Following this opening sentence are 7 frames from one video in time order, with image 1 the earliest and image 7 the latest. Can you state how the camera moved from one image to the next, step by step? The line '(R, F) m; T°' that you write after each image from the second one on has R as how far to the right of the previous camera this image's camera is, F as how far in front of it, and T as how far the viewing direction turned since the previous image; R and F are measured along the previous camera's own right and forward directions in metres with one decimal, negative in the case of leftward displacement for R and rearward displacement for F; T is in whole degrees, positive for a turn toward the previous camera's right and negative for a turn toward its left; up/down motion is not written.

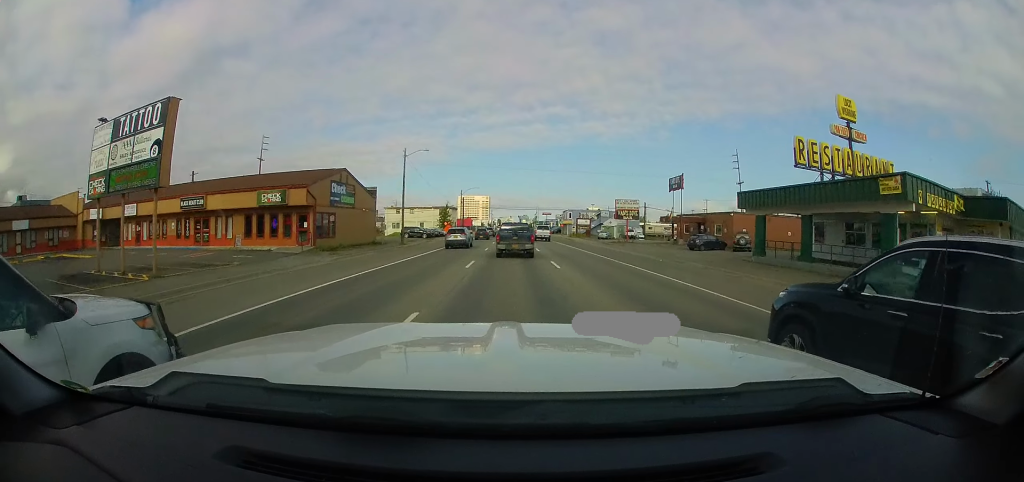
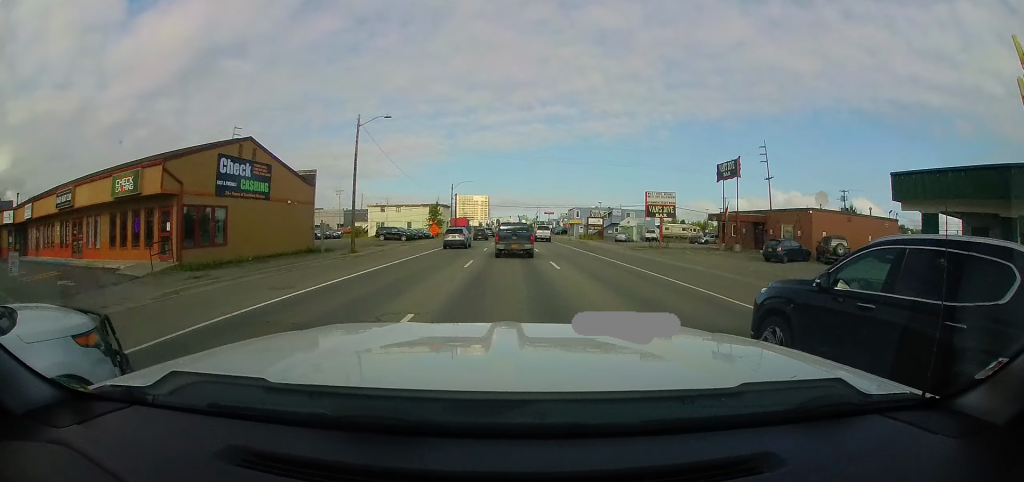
(-0.3, +12.5) m; 0°
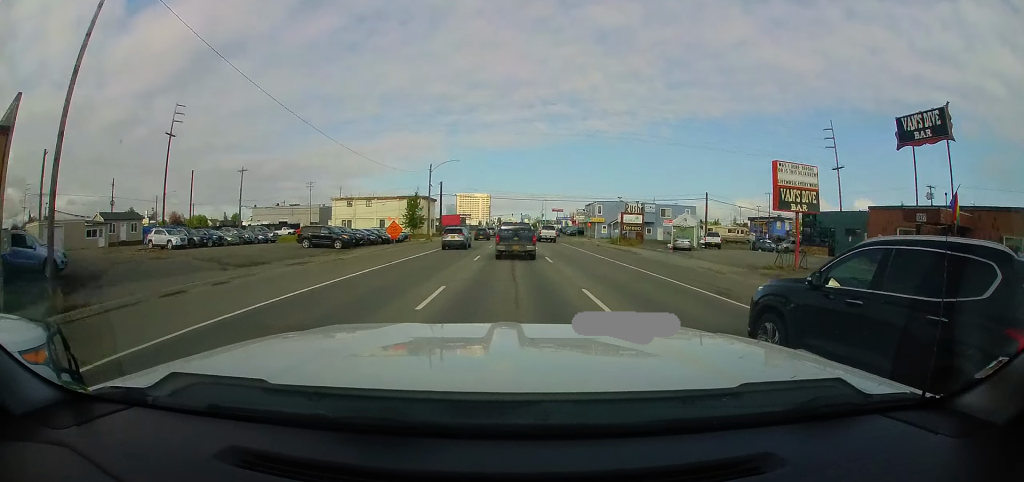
(+1.0, +20.8) m; +3°
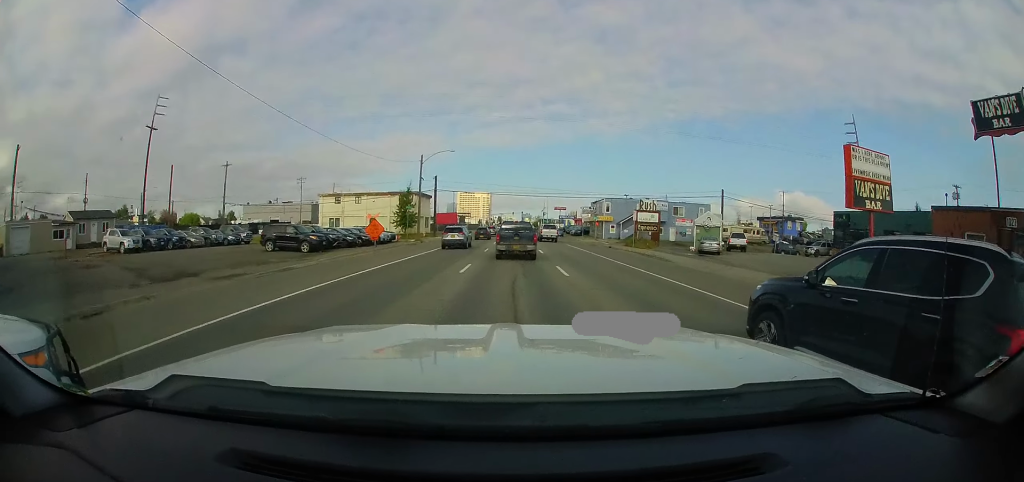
(-0.2, +5.5) m; -1°
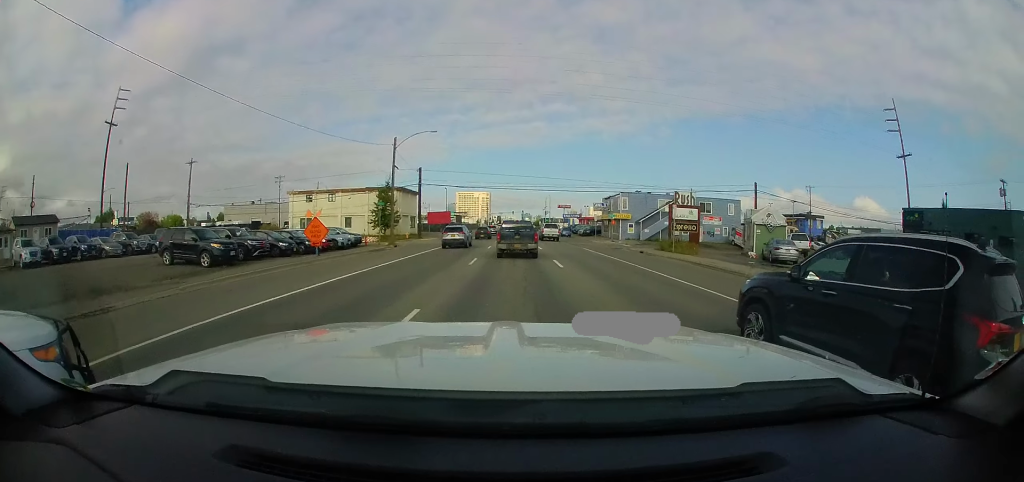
(-0.1, +10.0) m; 0°
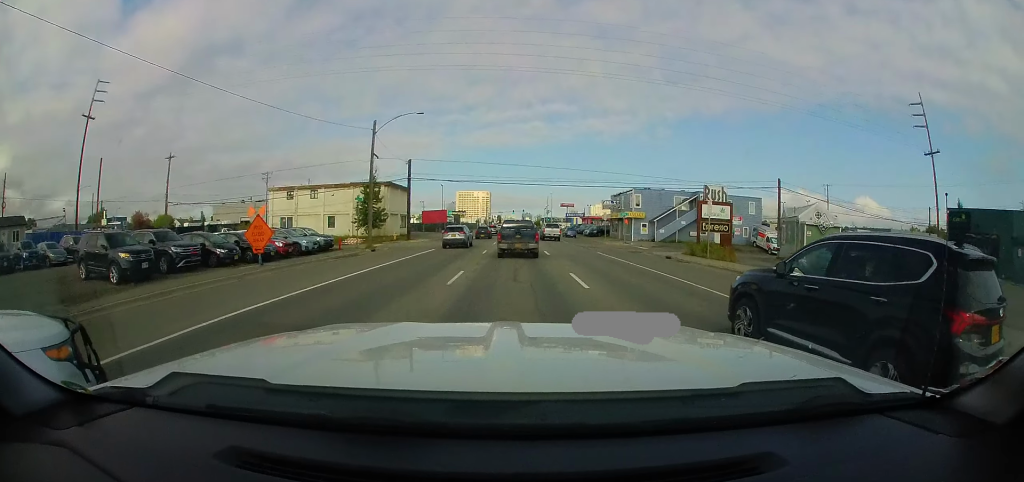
(0.0, +5.5) m; -1°
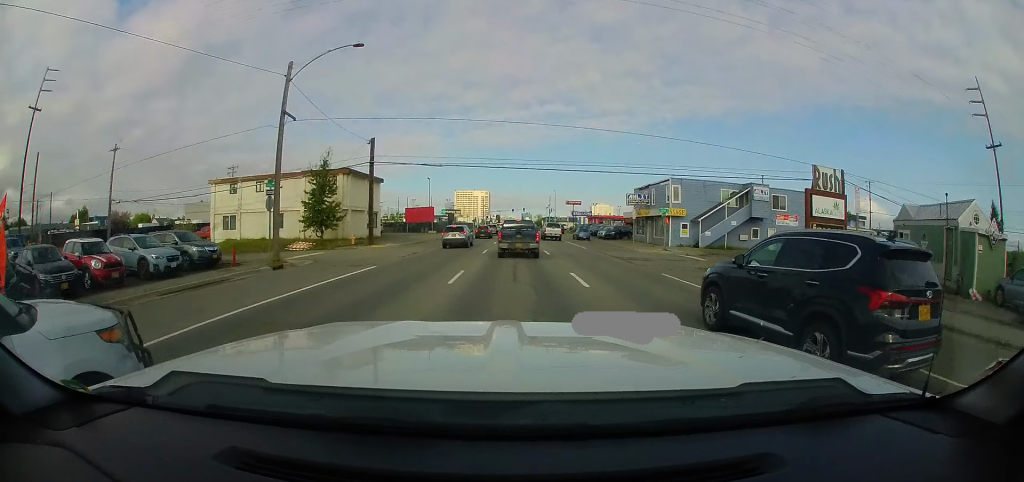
(-0.4, +12.0) m; -2°
